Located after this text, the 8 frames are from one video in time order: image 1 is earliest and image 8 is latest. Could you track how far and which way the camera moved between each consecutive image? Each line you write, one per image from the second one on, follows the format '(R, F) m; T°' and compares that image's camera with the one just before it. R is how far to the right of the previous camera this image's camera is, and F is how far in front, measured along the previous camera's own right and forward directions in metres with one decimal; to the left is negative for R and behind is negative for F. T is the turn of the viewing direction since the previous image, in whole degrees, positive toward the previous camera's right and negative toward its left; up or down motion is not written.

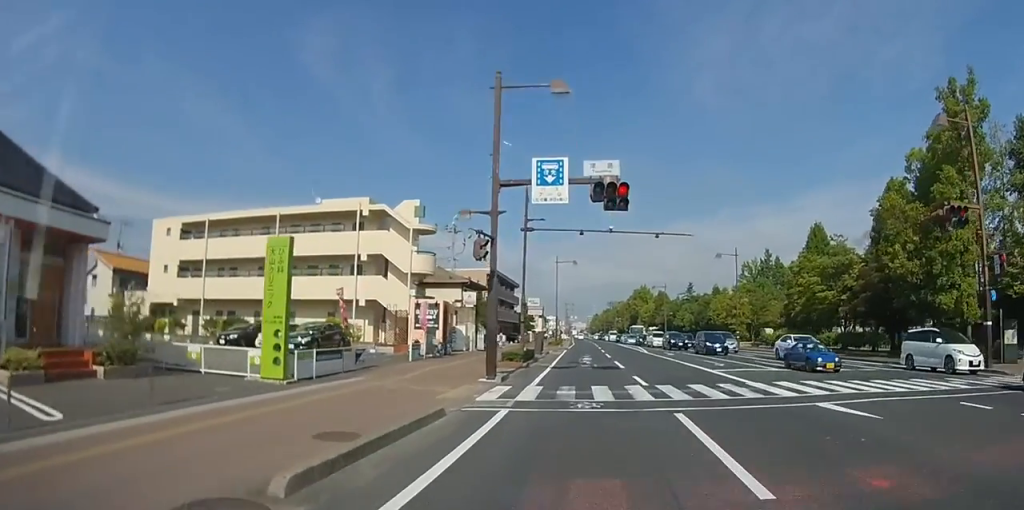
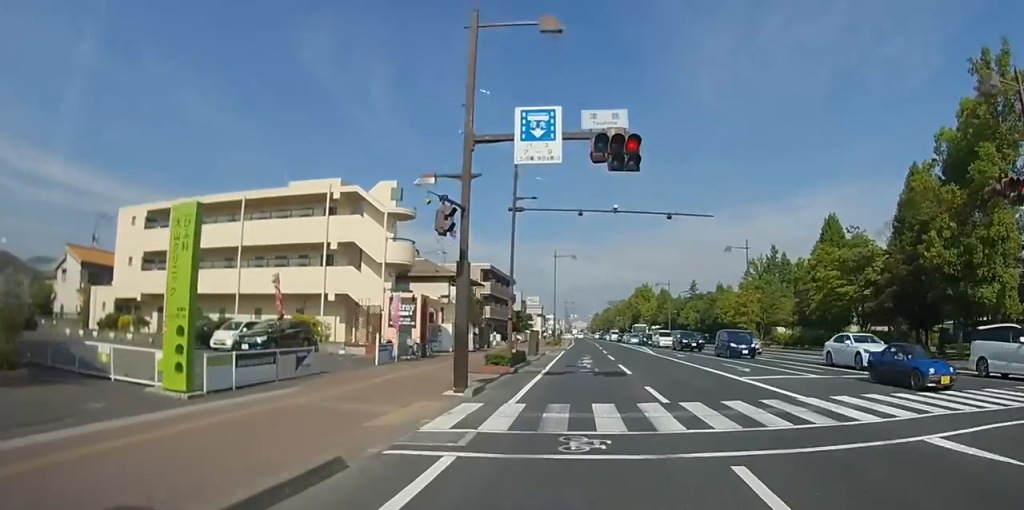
(0.0, +3.7) m; 0°
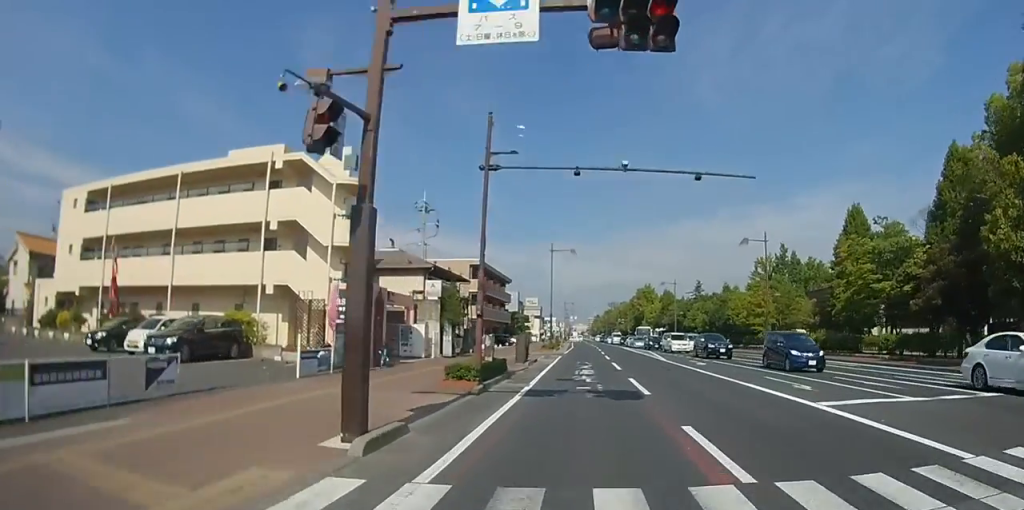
(0.0, +5.4) m; 0°
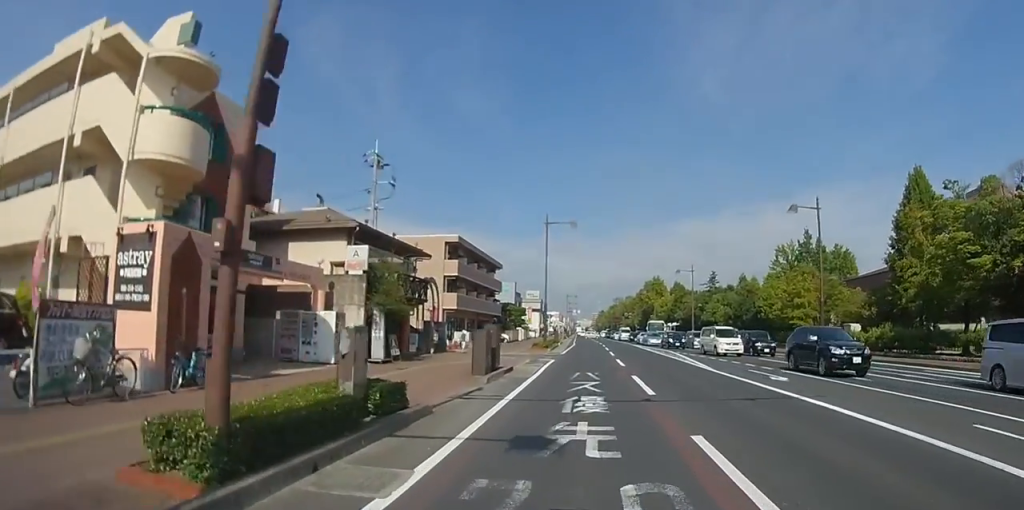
(-0.1, +10.7) m; 0°
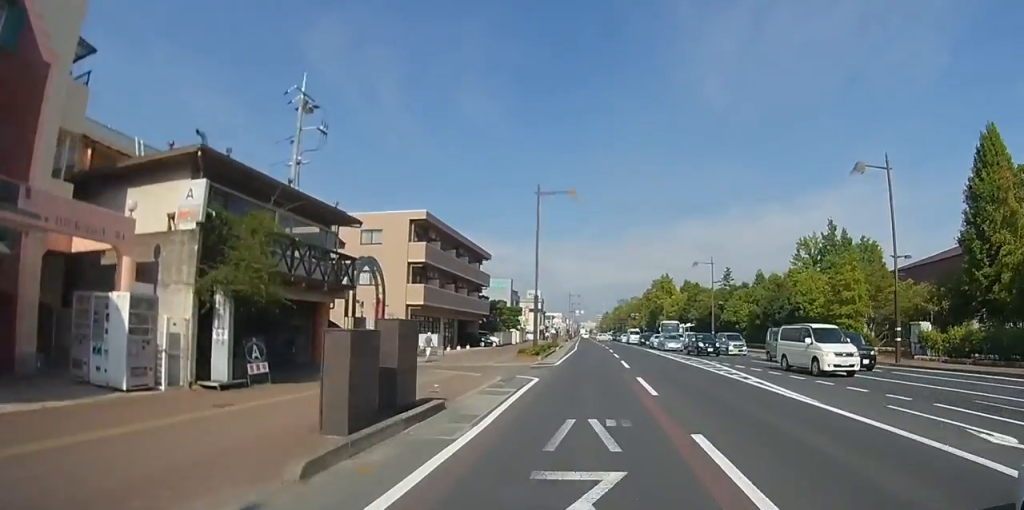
(0.0, +9.8) m; 0°
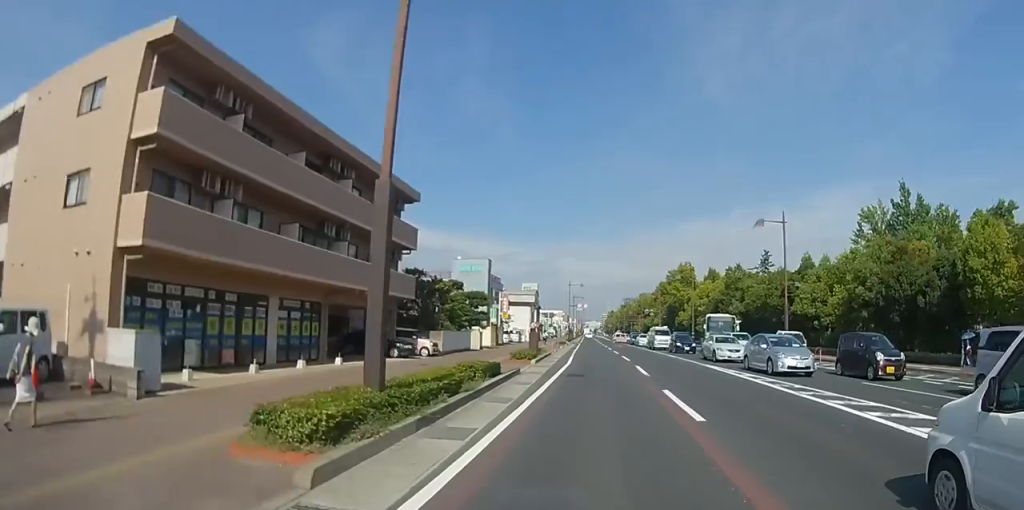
(-0.1, +23.2) m; 0°
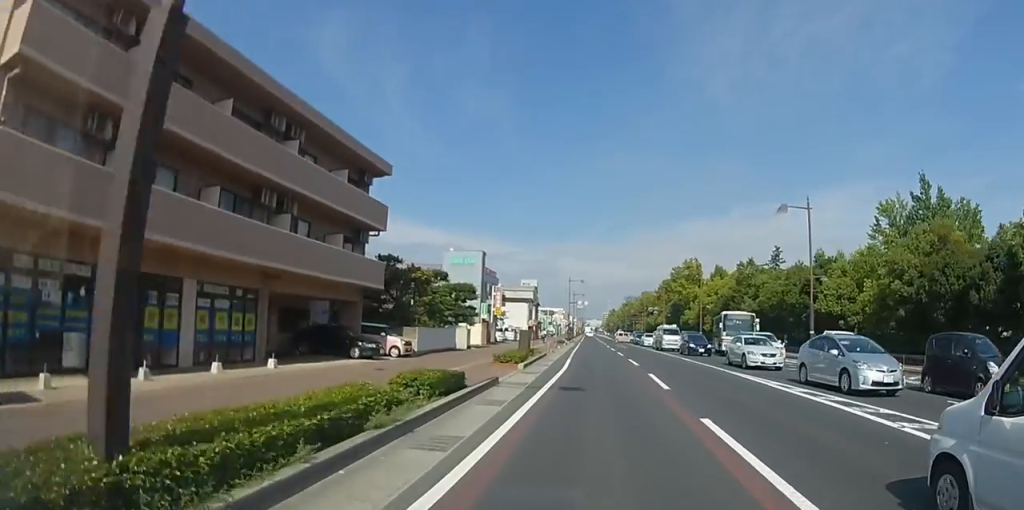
(+0.1, +4.6) m; 0°
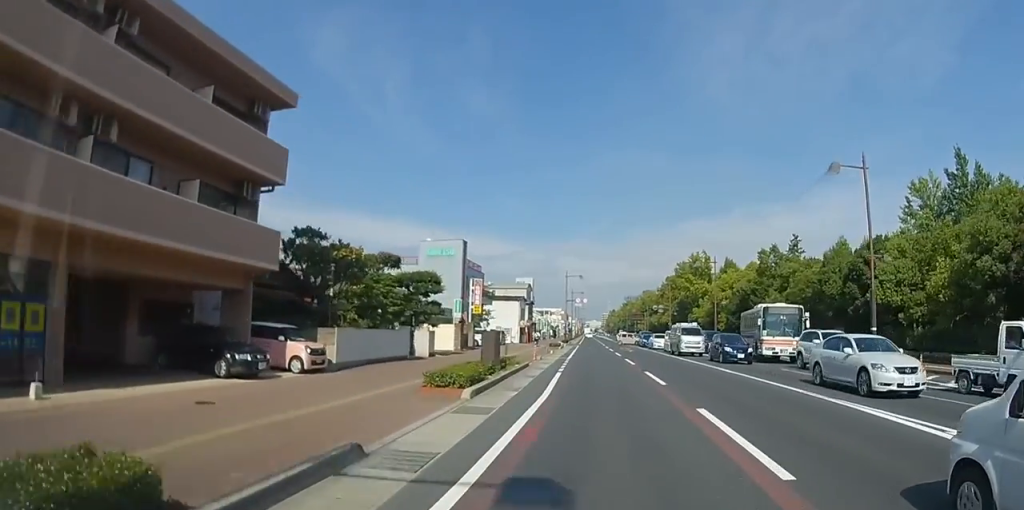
(-0.1, +8.6) m; -1°
